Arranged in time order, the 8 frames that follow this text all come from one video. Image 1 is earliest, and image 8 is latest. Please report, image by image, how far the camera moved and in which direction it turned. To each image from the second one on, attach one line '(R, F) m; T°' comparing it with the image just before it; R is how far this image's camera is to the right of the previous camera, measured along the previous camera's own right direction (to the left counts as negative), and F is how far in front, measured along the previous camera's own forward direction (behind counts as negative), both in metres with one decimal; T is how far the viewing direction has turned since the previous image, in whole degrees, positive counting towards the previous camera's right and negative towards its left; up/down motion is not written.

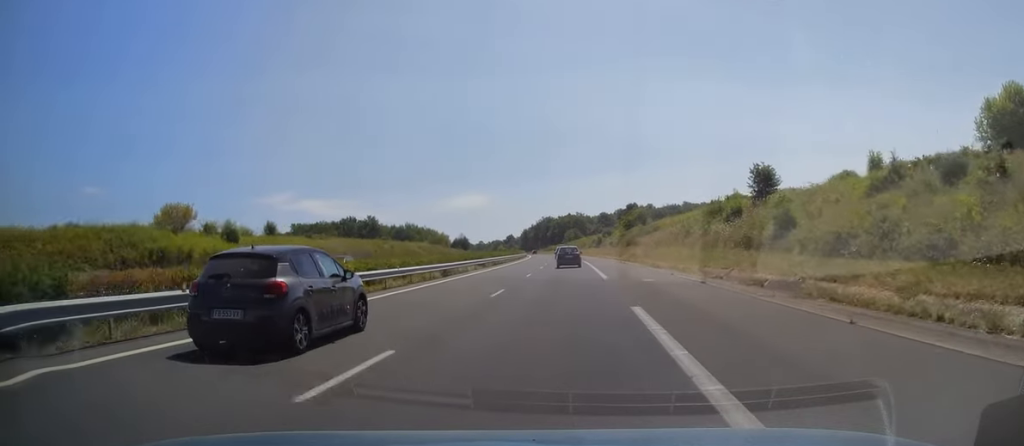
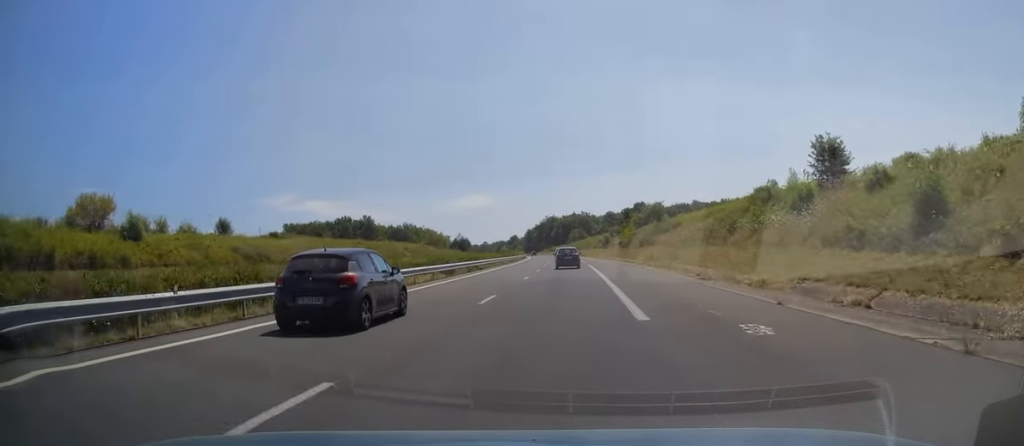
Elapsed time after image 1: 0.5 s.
(-0.1, +15.2) m; 0°
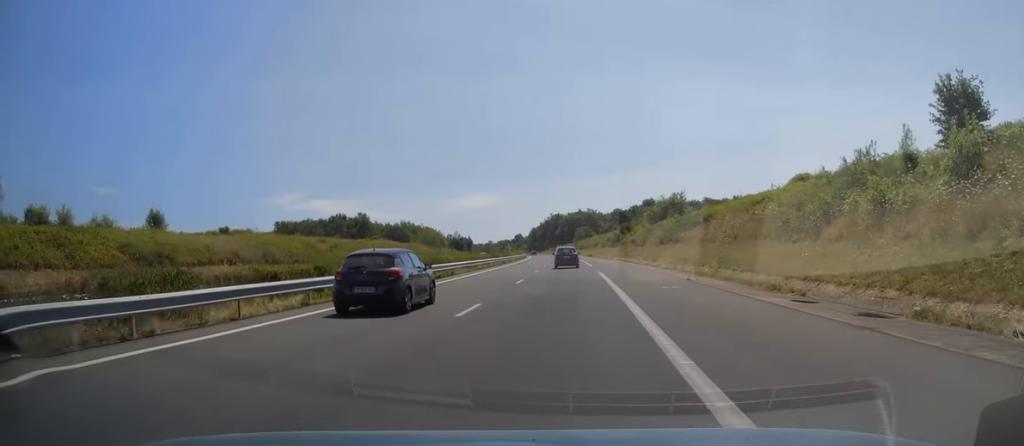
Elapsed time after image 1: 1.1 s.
(0.0, +16.2) m; 0°
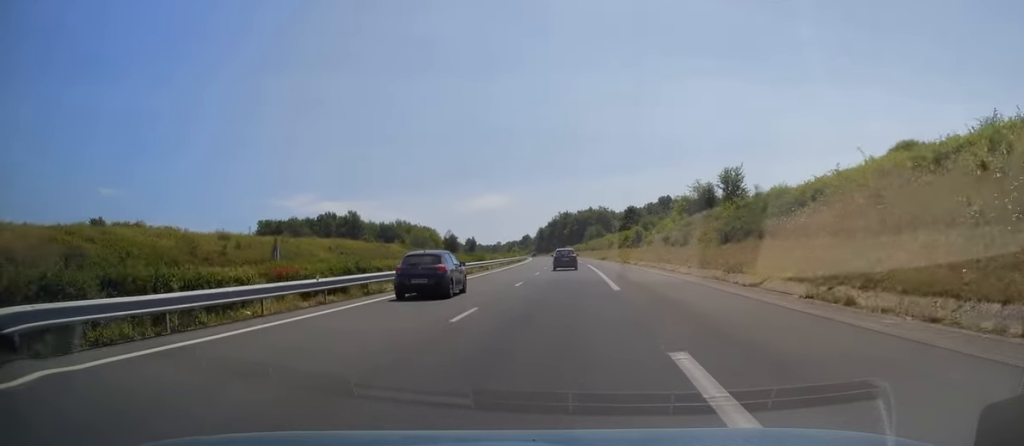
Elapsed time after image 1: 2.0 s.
(-0.1, +27.0) m; -1°
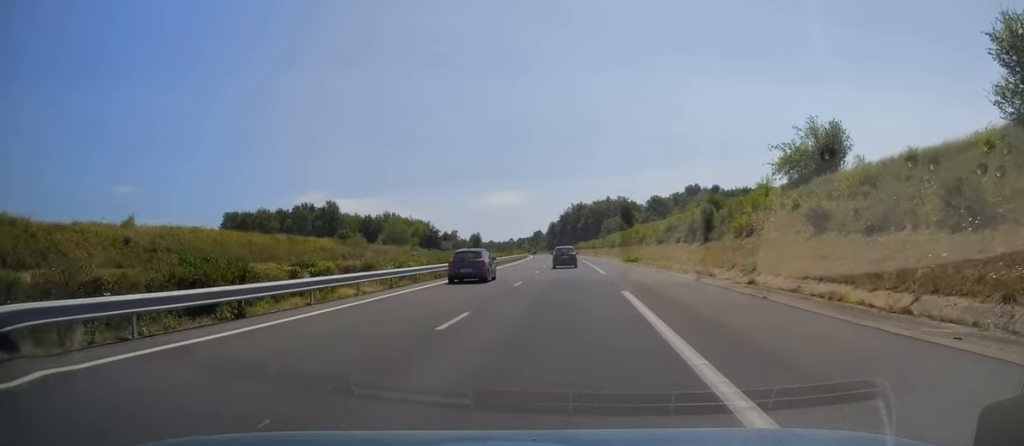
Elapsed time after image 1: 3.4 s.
(-0.5, +41.1) m; -1°
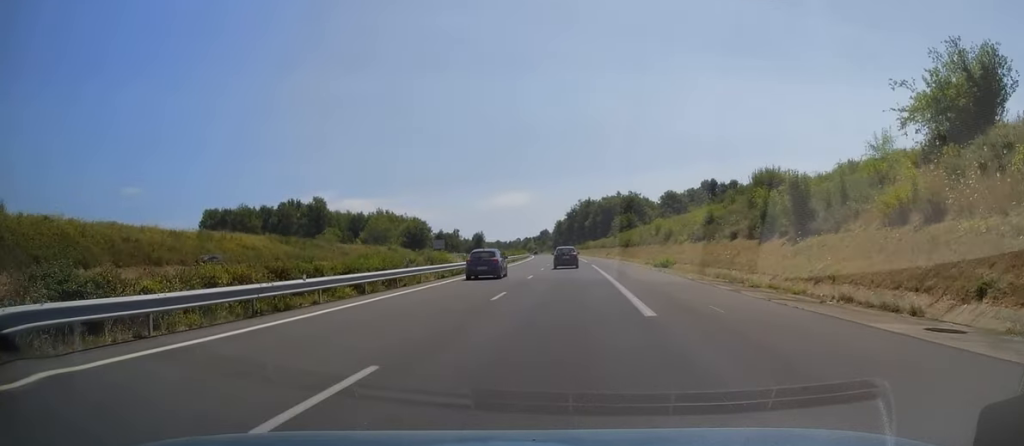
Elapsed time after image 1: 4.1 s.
(-0.2, +19.6) m; -1°
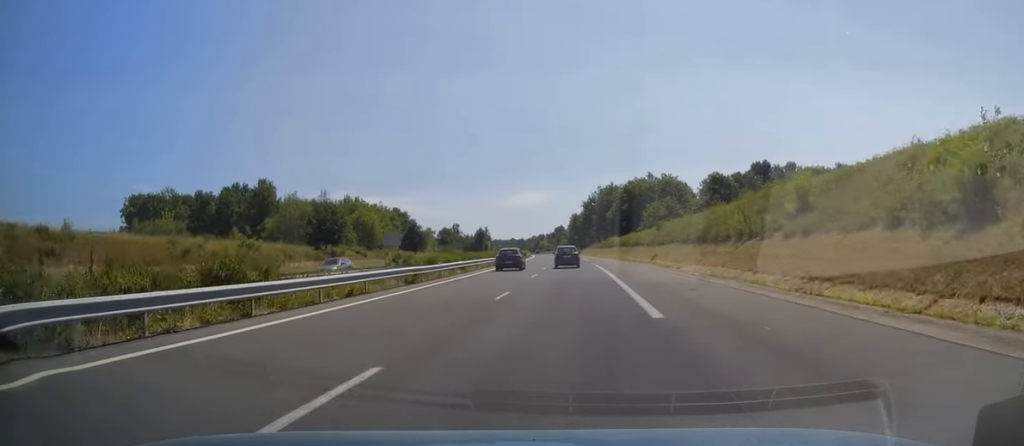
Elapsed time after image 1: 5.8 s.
(-0.7, +52.3) m; -2°
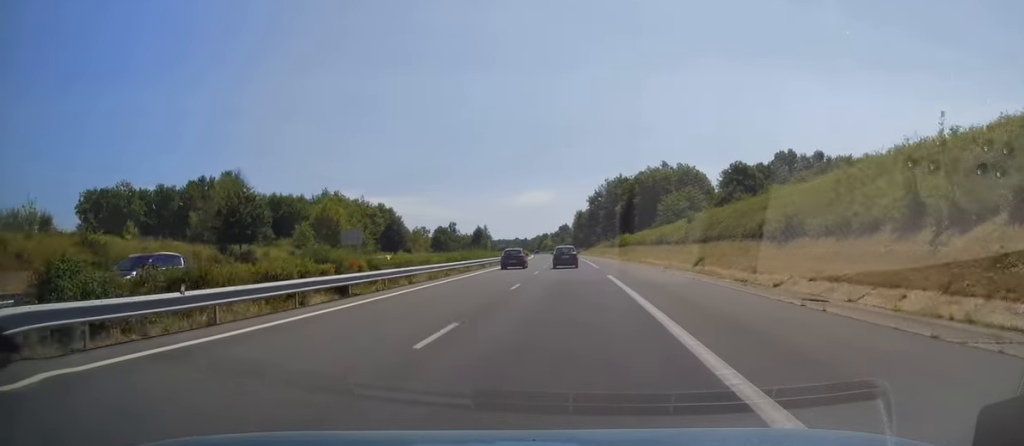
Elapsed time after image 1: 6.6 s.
(-0.2, +21.5) m; -1°
